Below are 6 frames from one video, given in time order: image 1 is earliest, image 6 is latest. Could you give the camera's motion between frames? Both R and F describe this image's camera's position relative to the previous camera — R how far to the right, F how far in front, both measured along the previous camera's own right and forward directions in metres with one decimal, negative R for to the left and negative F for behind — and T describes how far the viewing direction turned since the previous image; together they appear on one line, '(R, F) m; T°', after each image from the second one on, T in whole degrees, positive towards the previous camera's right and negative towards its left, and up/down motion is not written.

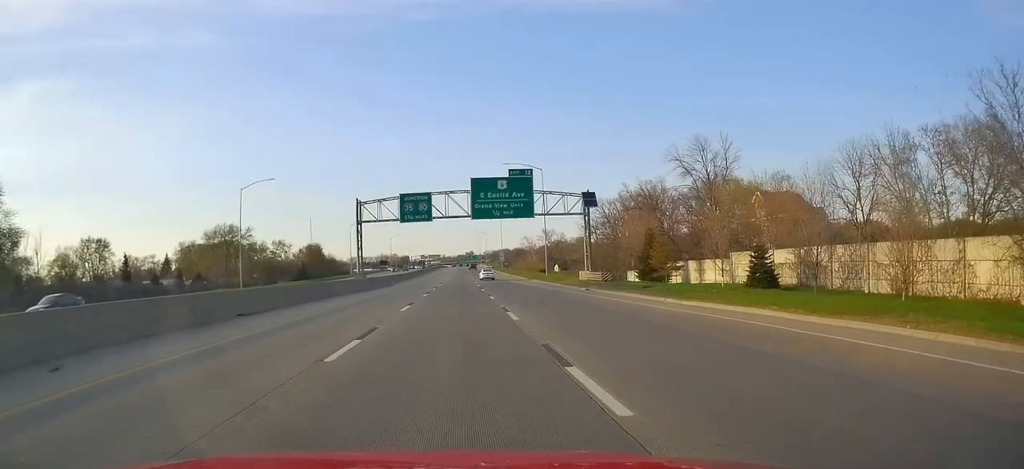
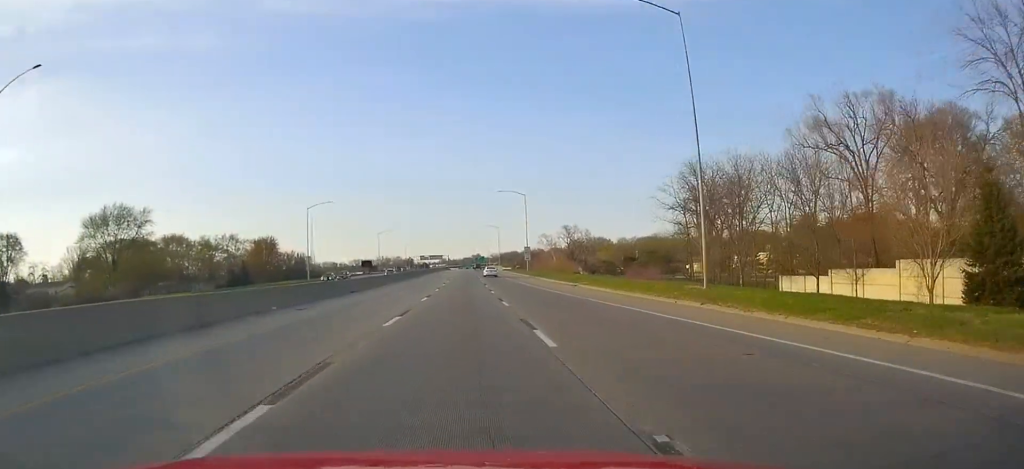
(-0.6, +55.0) m; -1°
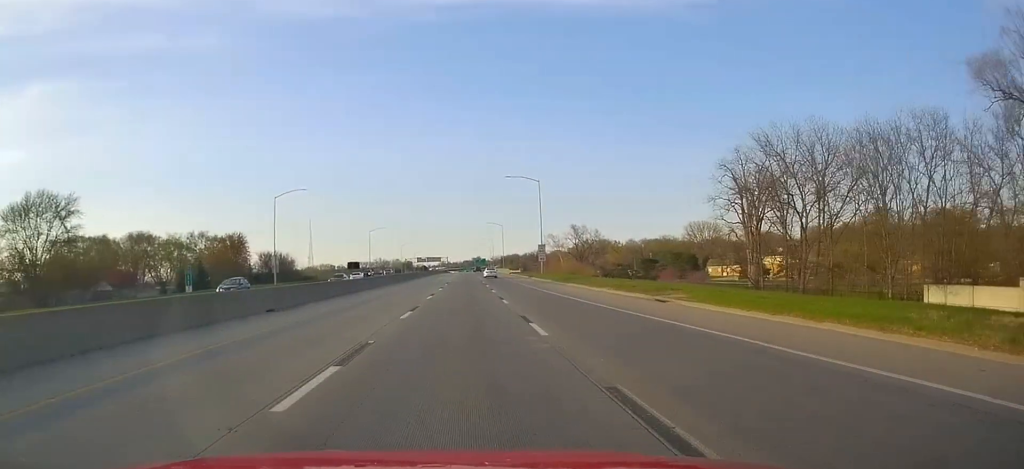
(-0.3, +22.3) m; -1°
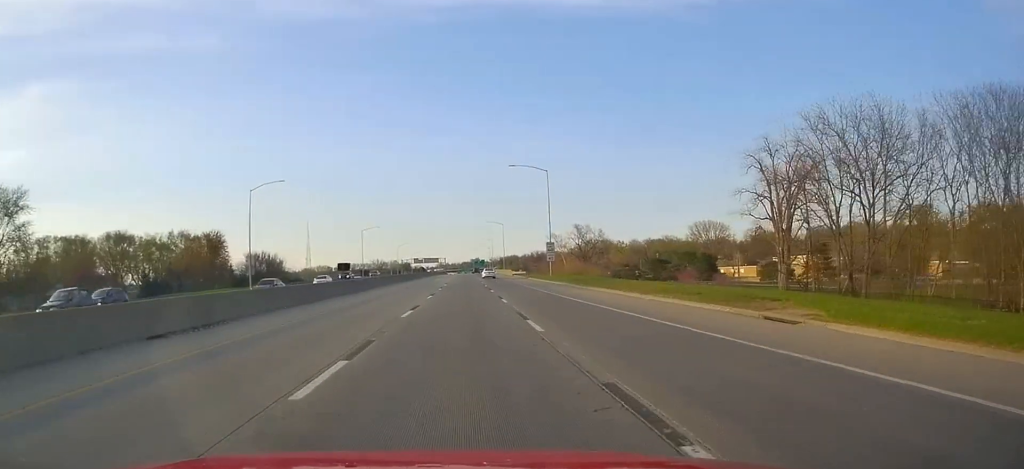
(-0.2, +11.6) m; 0°
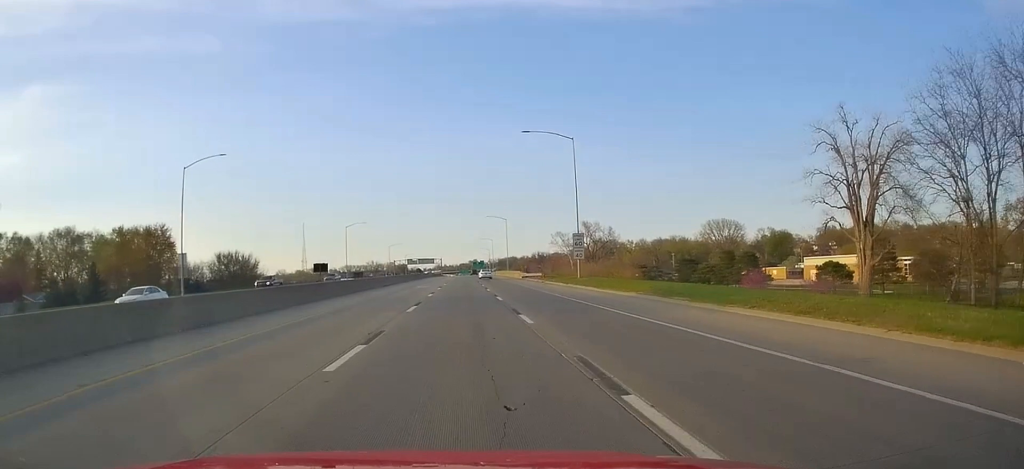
(+0.1, +22.0) m; +1°
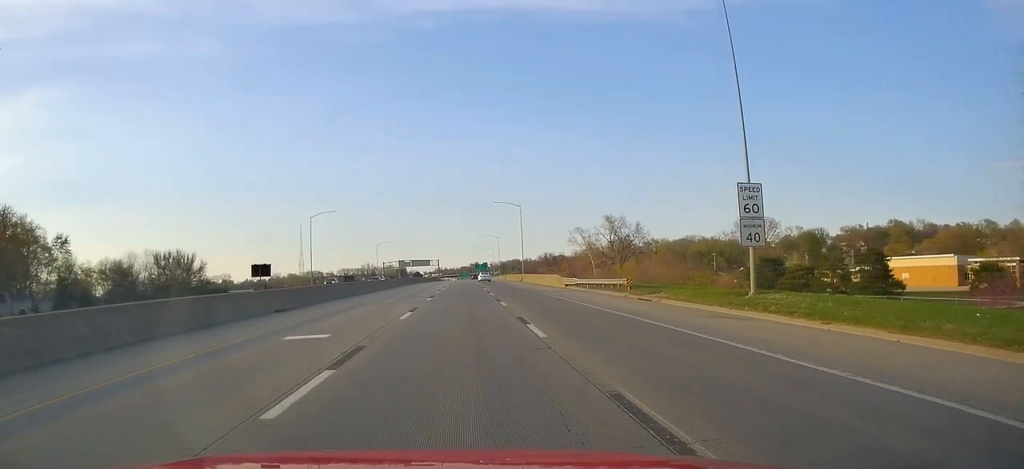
(+0.2, +38.8) m; 0°
